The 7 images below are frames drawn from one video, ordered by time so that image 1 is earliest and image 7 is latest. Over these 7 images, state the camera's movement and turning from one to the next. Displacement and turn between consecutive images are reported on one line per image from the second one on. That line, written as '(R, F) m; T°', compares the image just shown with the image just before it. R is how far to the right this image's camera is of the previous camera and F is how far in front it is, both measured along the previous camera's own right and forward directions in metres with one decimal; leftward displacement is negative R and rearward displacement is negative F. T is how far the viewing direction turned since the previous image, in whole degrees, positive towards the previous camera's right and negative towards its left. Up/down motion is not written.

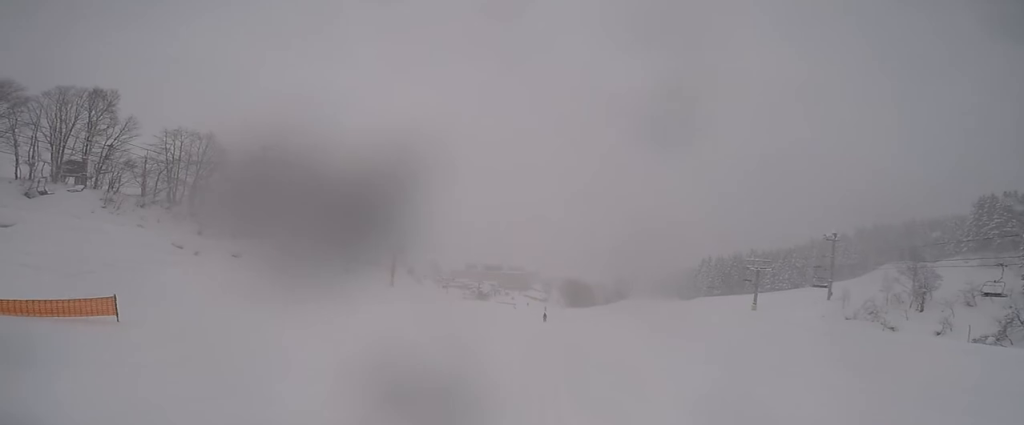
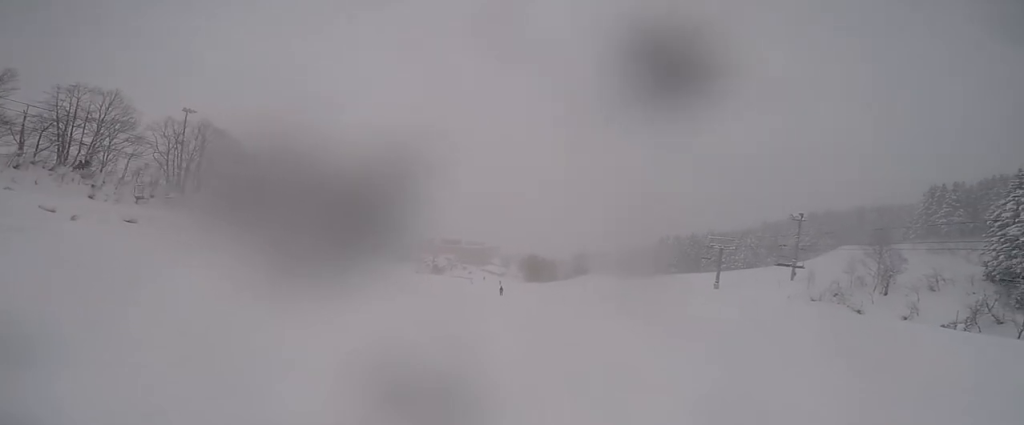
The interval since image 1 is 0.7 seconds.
(0.0, +5.8) m; -2°
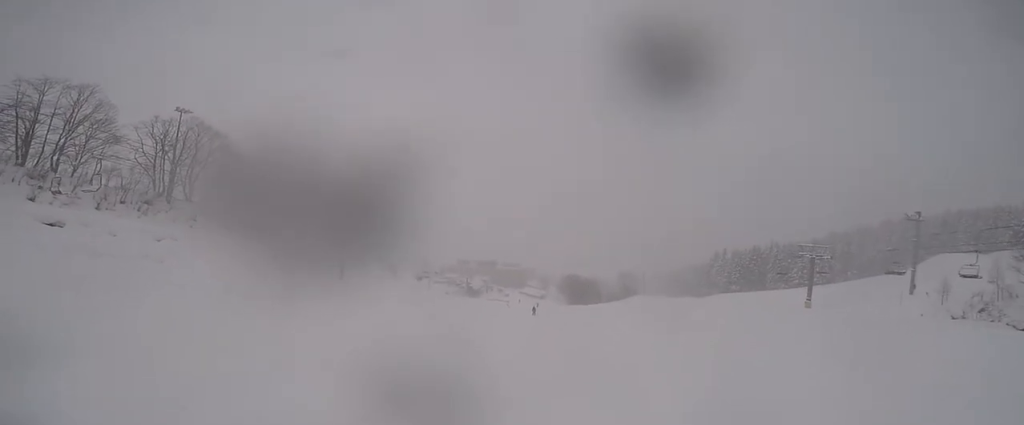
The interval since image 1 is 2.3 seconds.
(-0.1, +13.0) m; +2°
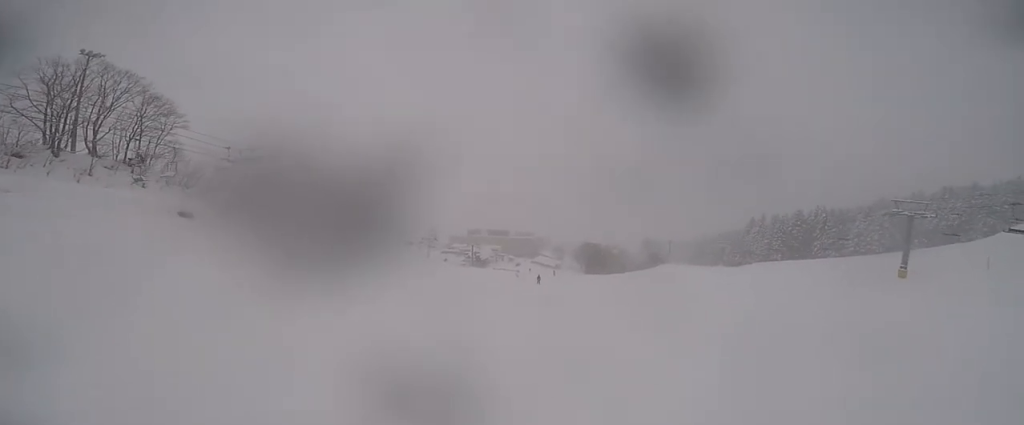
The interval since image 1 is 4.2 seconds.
(+0.3, +14.9) m; 0°
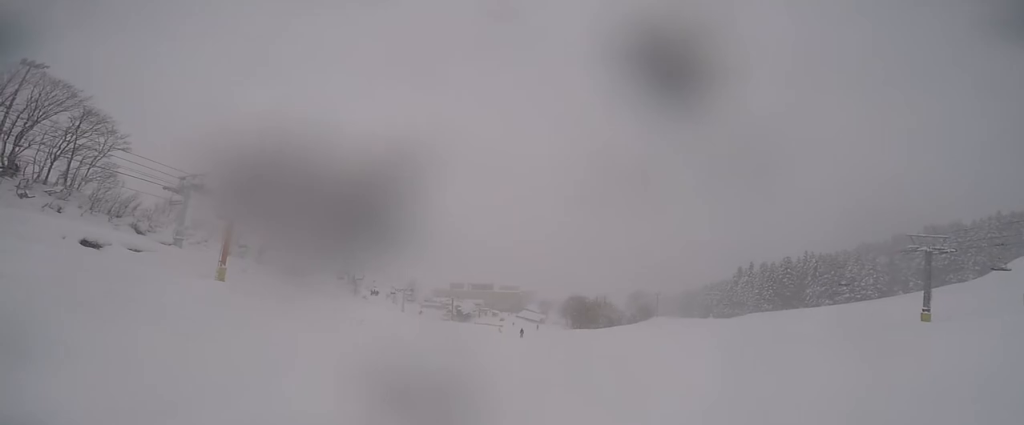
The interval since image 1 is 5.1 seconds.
(-0.1, +6.7) m; -2°
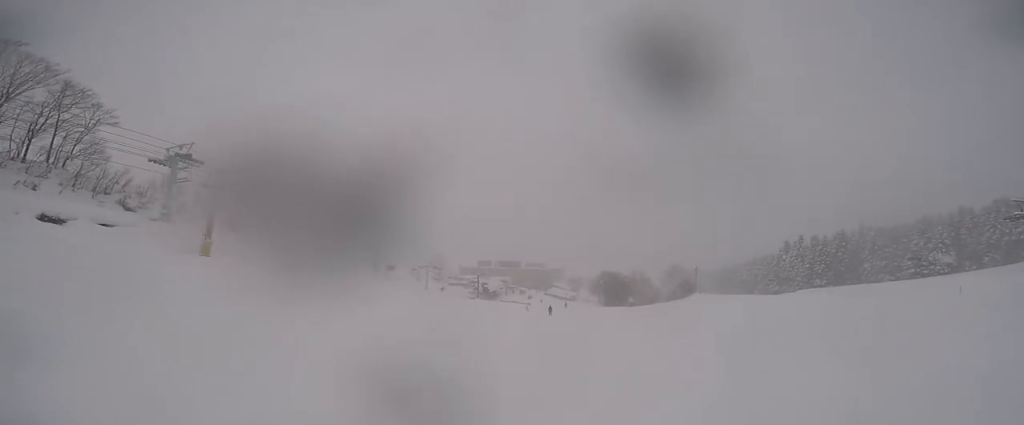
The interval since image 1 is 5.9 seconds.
(-0.2, +6.0) m; -1°
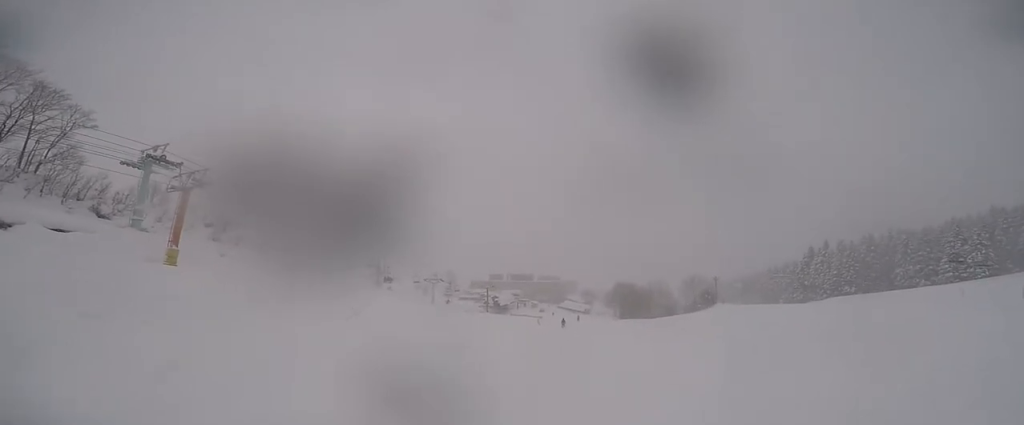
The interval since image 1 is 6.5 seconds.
(+0.2, +4.5) m; -3°
